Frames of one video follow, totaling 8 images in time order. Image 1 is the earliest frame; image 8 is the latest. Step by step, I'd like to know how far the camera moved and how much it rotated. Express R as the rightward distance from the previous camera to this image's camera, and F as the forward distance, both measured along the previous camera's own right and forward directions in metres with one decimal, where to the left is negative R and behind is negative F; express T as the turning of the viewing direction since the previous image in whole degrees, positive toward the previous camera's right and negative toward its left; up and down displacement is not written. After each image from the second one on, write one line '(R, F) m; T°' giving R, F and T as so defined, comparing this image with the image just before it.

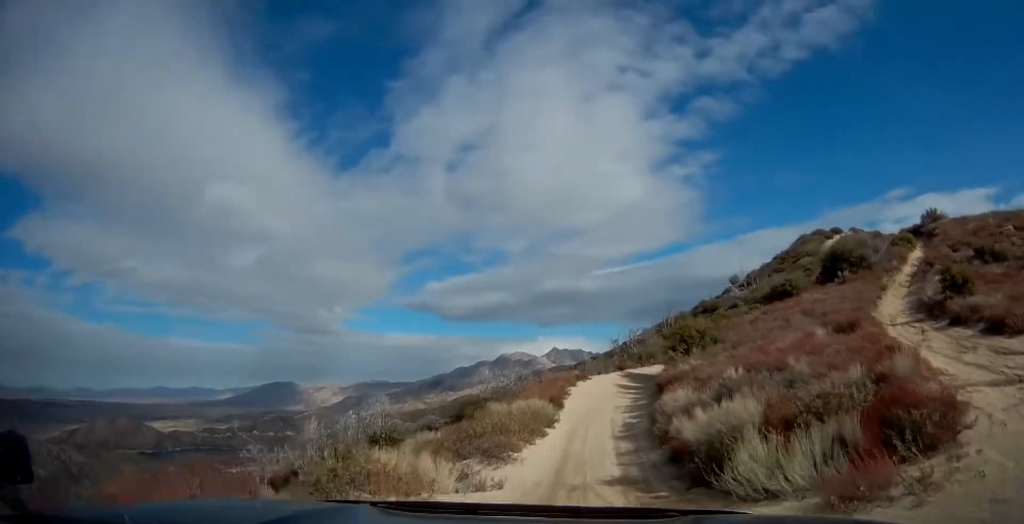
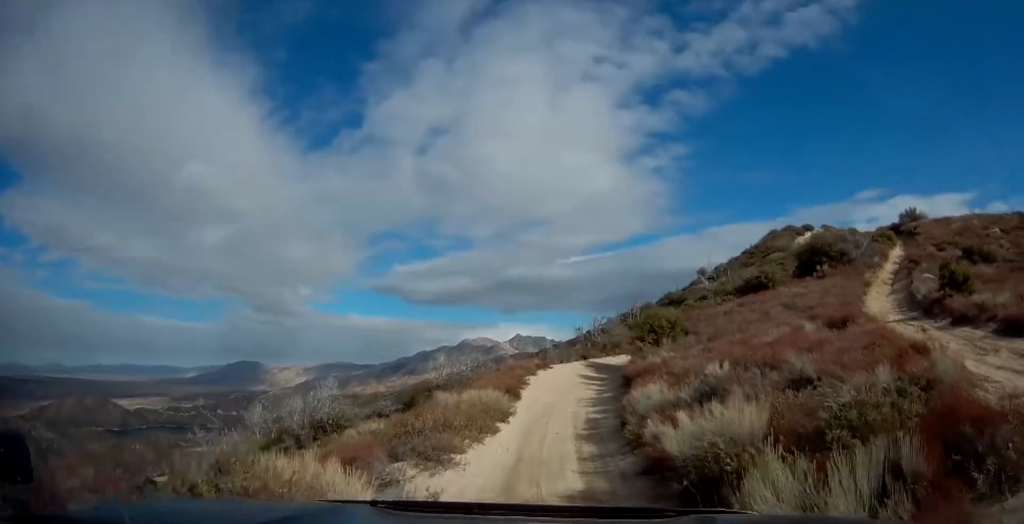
(+0.1, +2.4) m; 0°
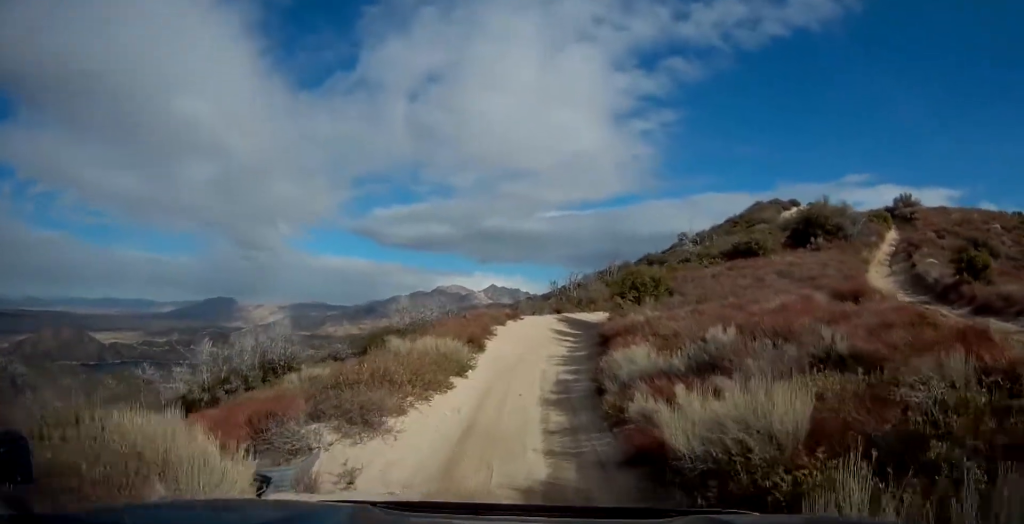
(0.0, +2.6) m; 0°
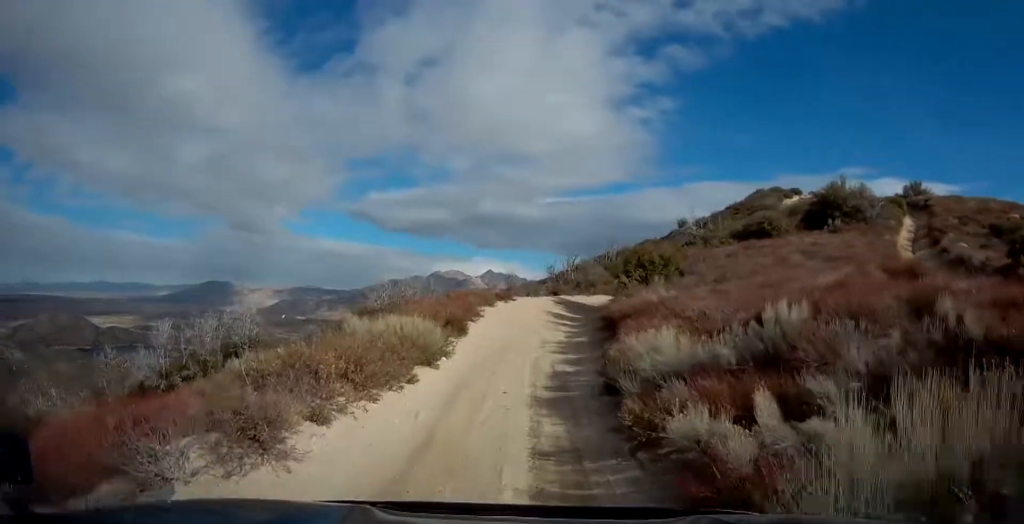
(-0.1, +3.3) m; -2°
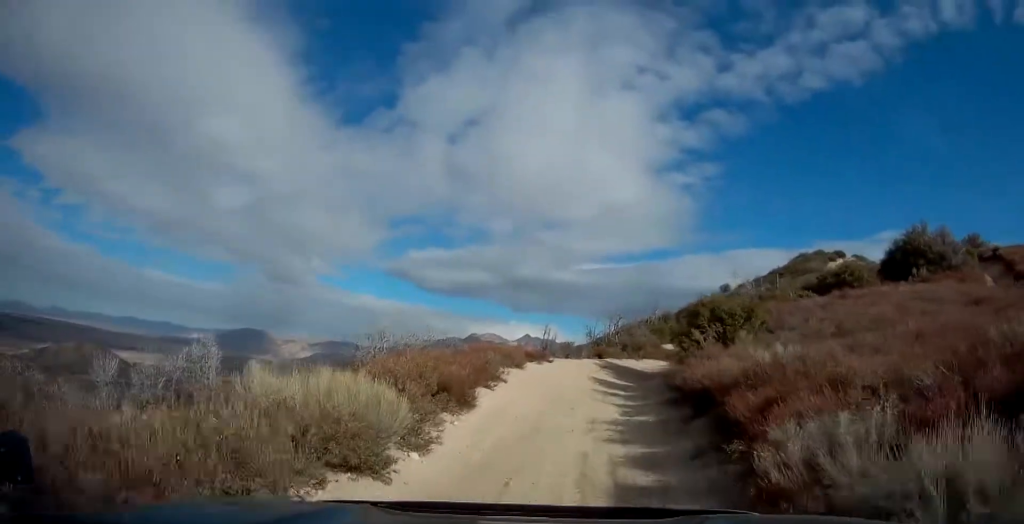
(-0.1, +5.9) m; +3°
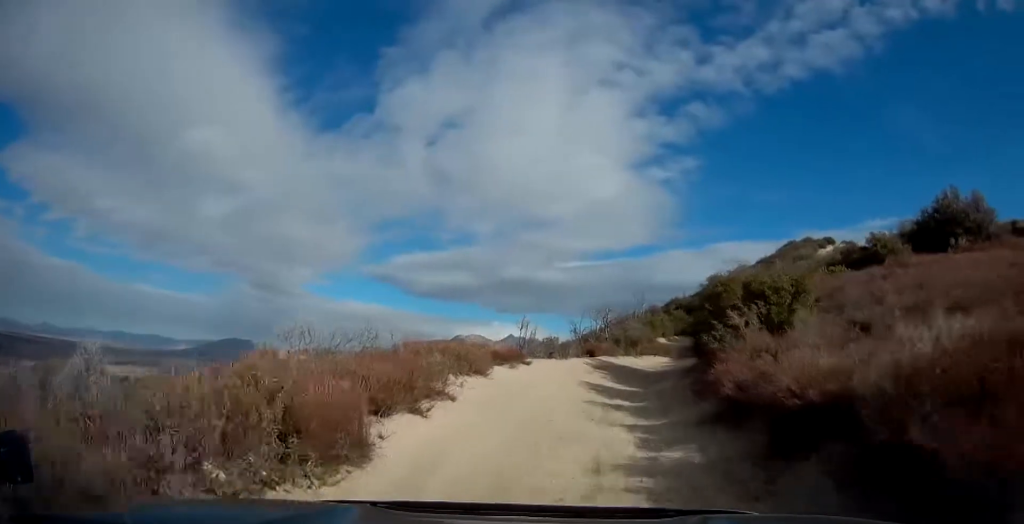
(+0.3, +5.9) m; 0°
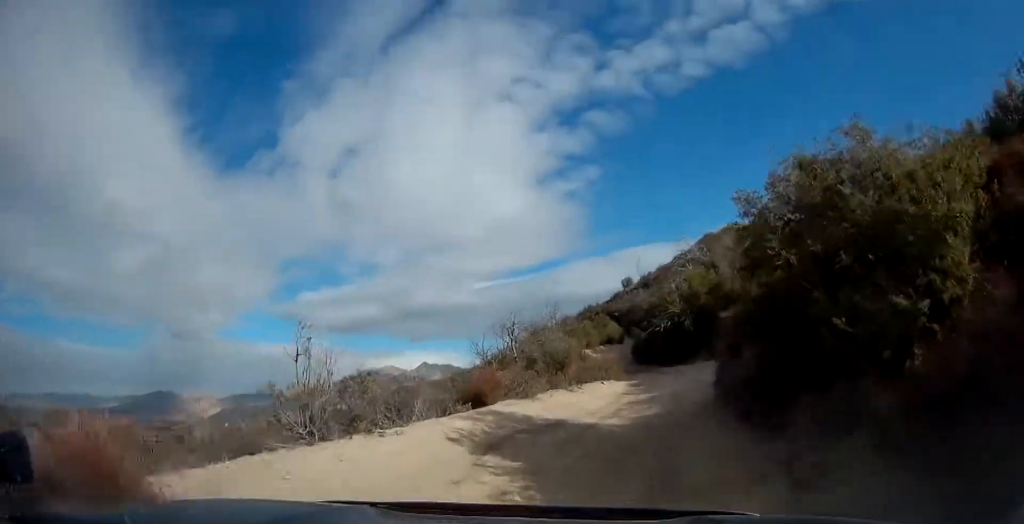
(+0.9, +14.6) m; +9°
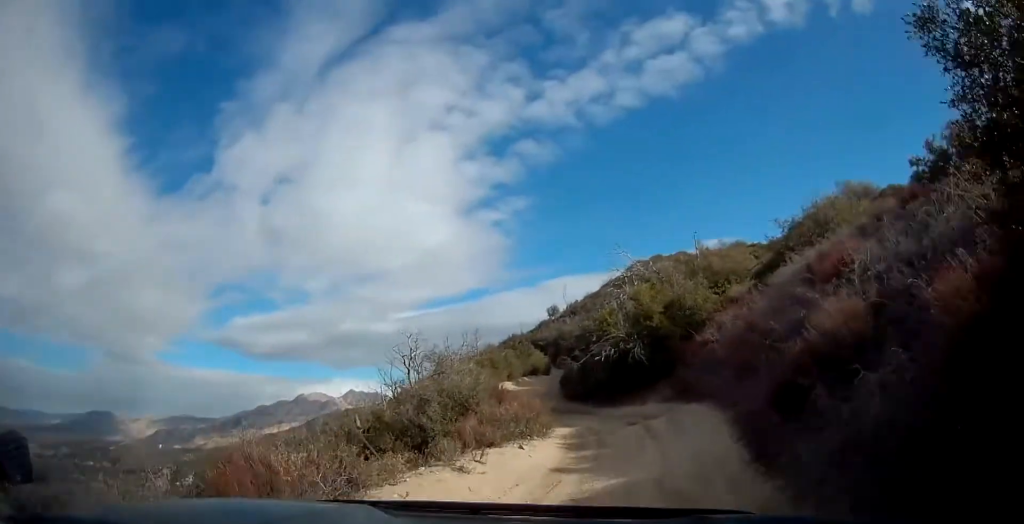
(+0.2, +8.0) m; +5°
